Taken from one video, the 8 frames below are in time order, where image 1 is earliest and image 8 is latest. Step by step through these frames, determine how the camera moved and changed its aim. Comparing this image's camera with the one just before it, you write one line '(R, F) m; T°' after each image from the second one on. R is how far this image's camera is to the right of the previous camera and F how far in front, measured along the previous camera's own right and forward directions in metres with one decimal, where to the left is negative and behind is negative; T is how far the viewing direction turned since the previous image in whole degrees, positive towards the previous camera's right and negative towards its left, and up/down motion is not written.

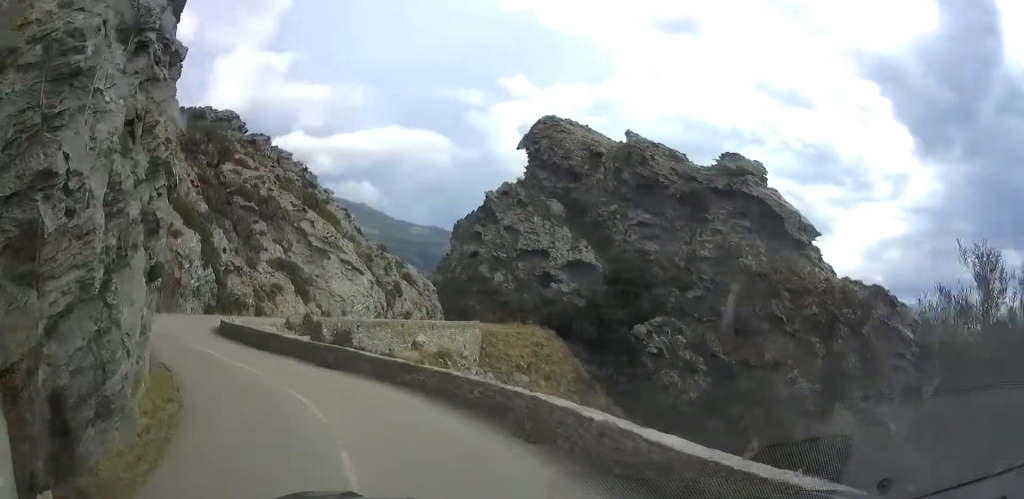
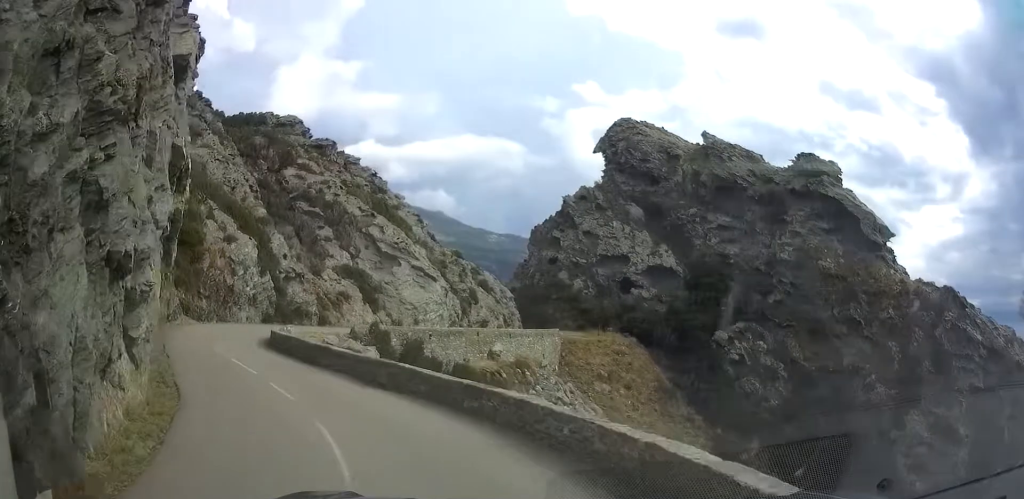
(0.0, +2.8) m; -12°
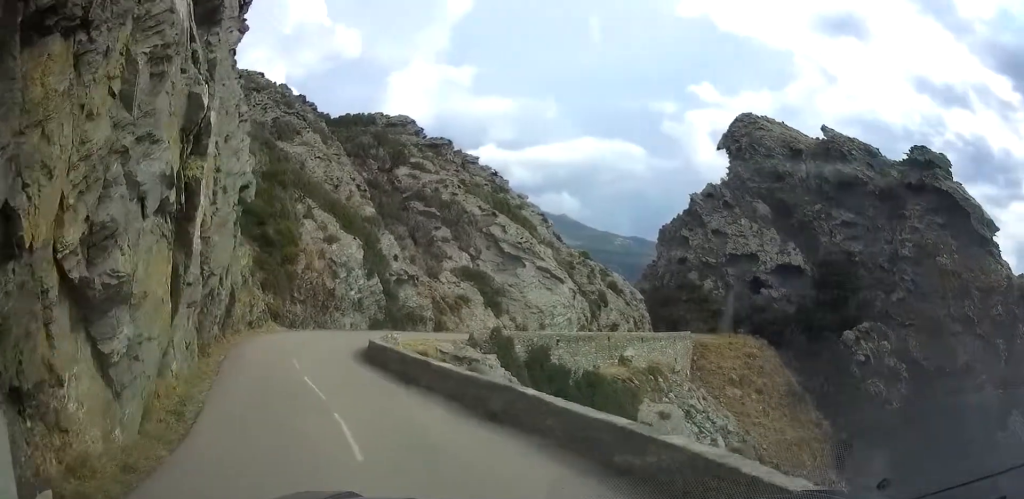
(-0.5, +3.6) m; -15°
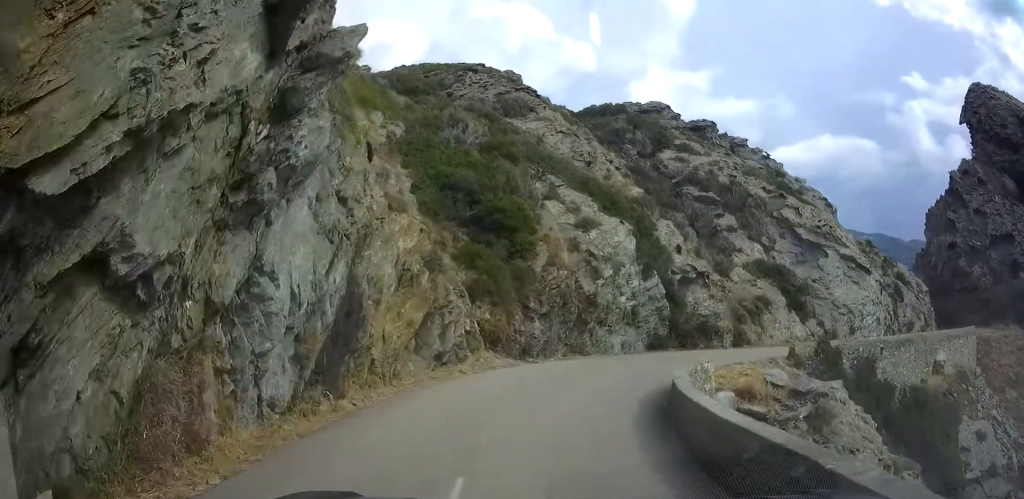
(-2.3, +12.5) m; -12°
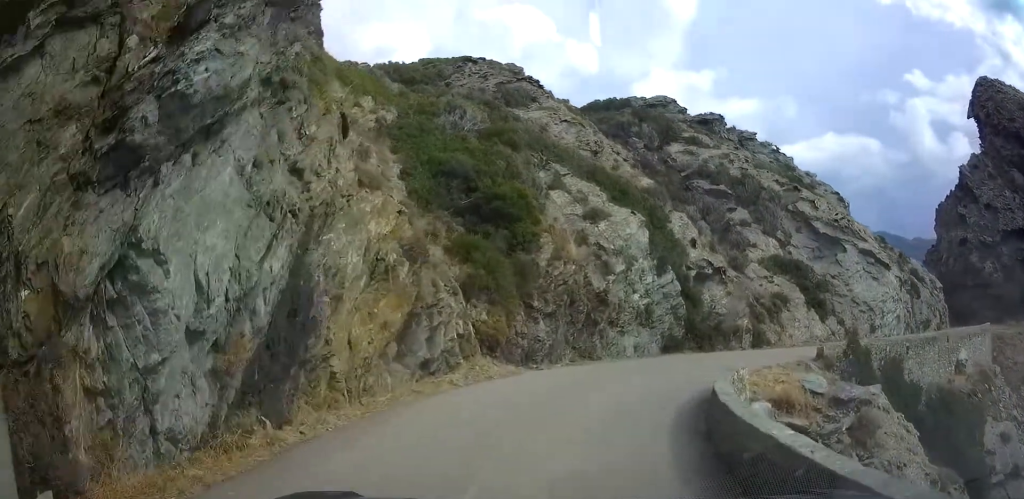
(0.0, +2.3) m; -2°
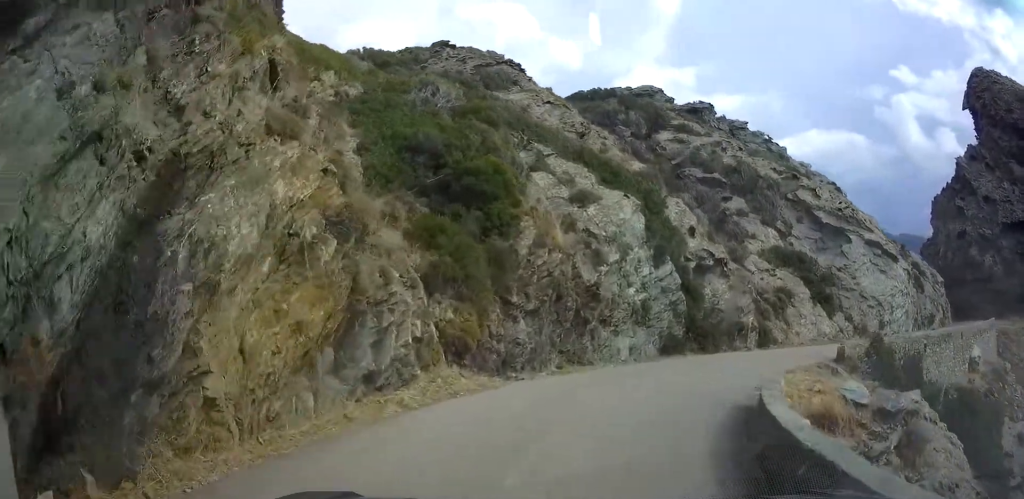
(-0.2, +2.7) m; +2°
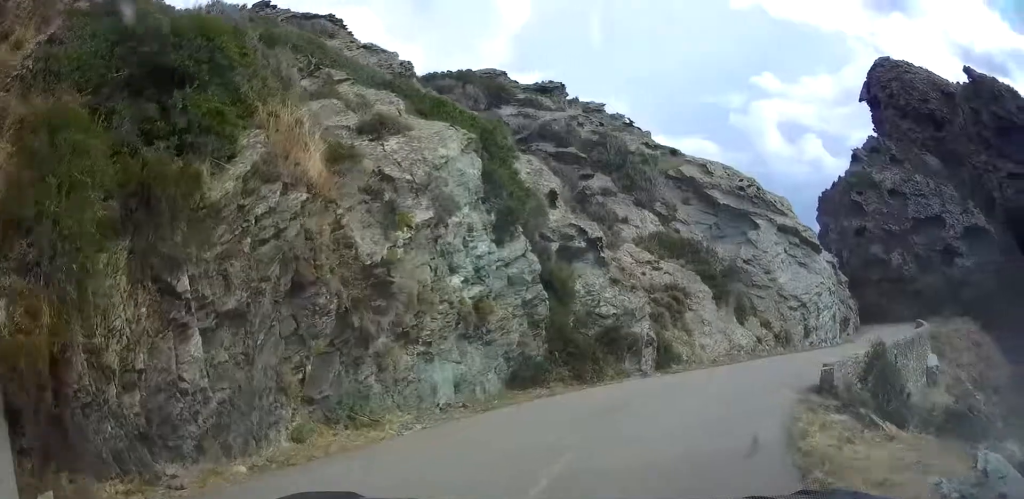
(+0.7, +7.5) m; +19°
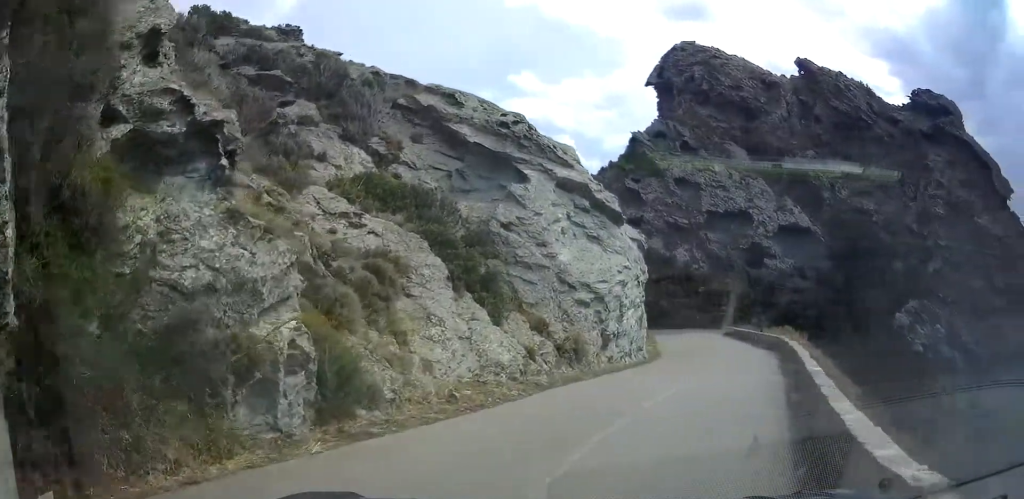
(+2.9, +9.4) m; +22°
